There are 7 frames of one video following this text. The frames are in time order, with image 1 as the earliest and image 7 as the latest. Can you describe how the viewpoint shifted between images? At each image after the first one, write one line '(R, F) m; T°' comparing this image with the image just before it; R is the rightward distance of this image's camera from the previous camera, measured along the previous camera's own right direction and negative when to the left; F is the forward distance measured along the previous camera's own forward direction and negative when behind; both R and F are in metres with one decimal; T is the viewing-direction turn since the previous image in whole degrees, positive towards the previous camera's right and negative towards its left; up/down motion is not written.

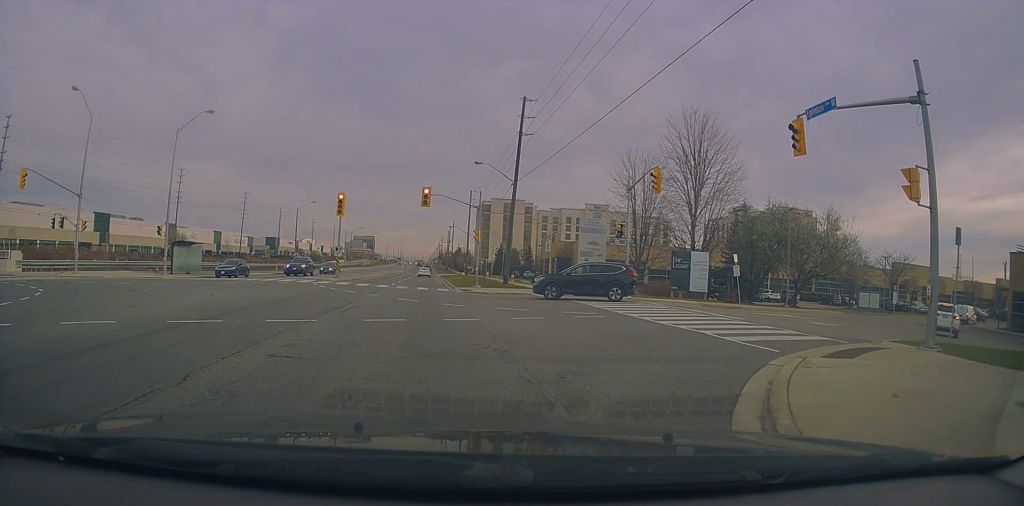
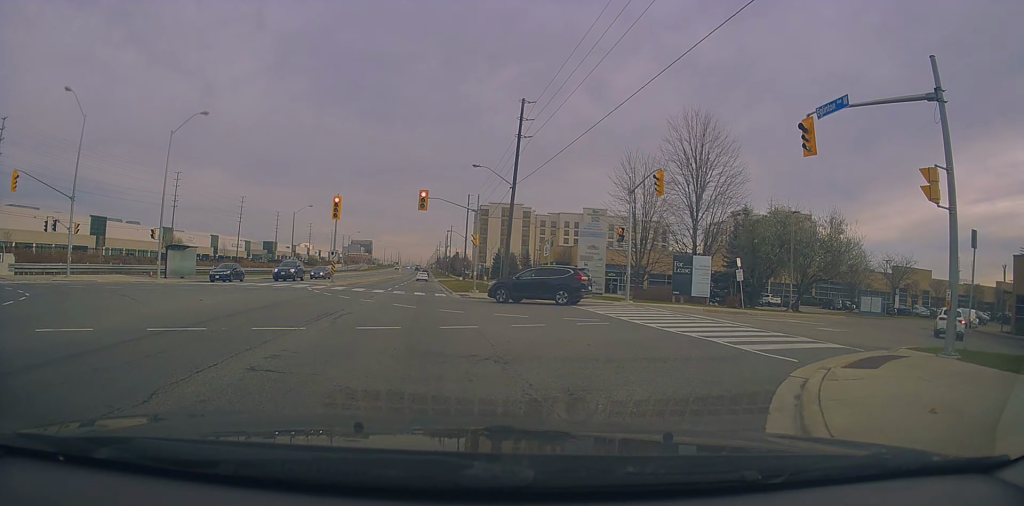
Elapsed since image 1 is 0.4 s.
(+0.1, +1.2) m; +2°
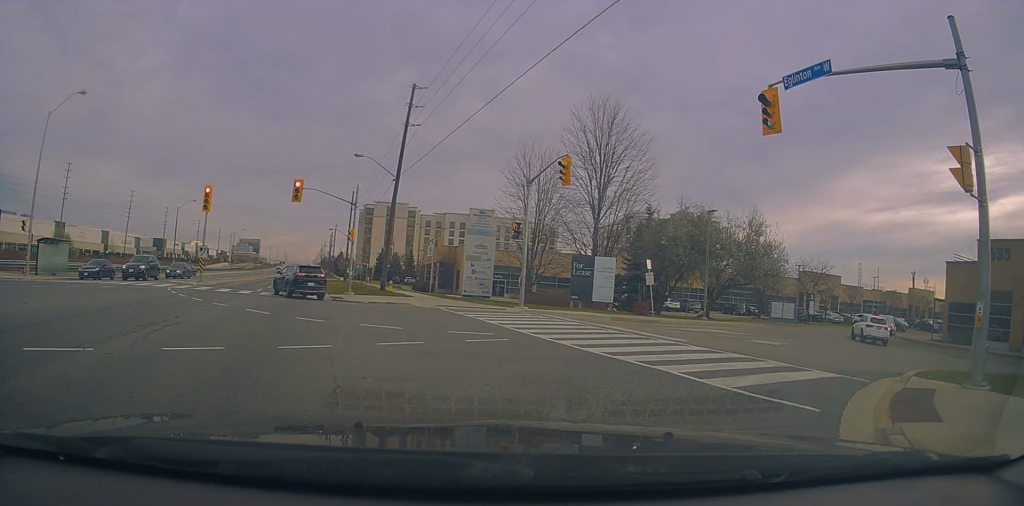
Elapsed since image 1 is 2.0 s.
(+0.2, +2.8) m; +17°
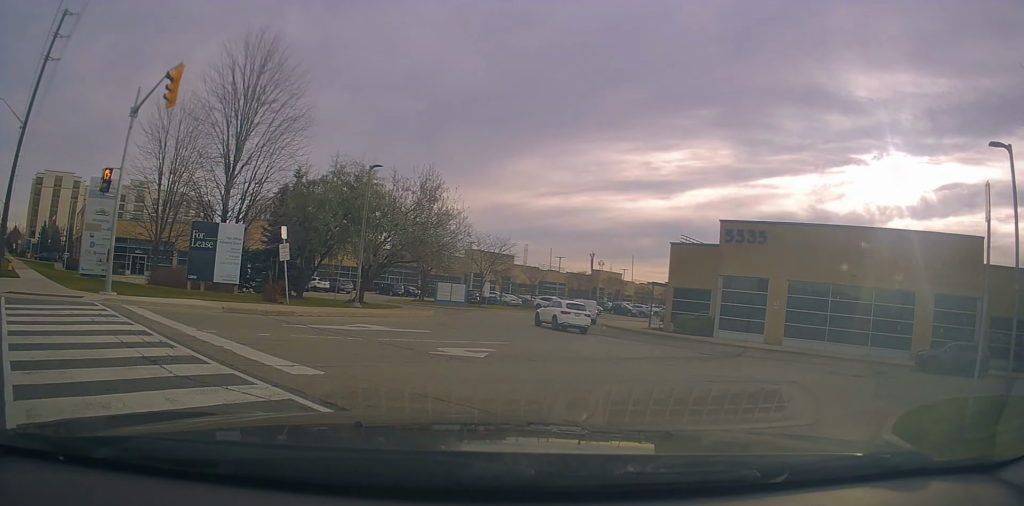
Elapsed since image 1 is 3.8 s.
(+1.0, +6.5) m; +17°
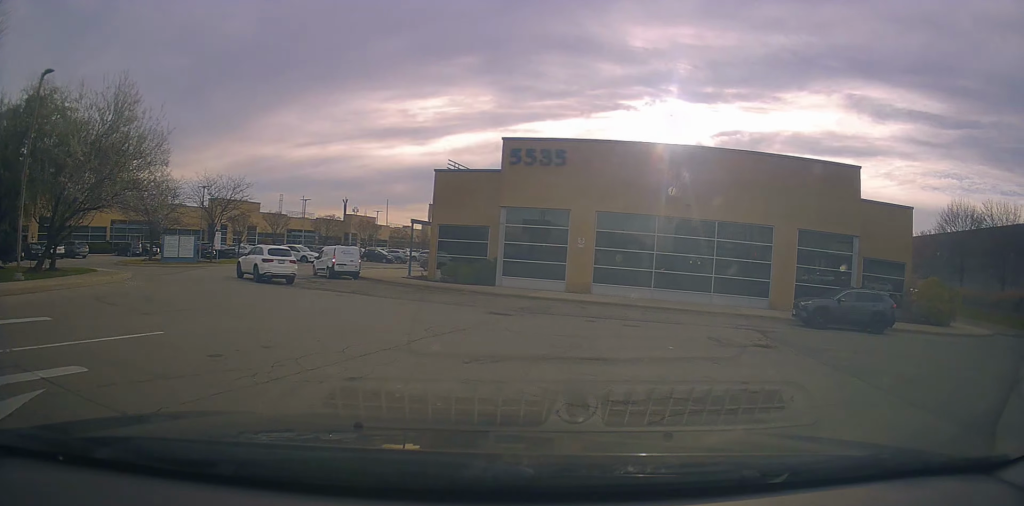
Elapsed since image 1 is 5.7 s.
(+2.9, +7.5) m; +36°
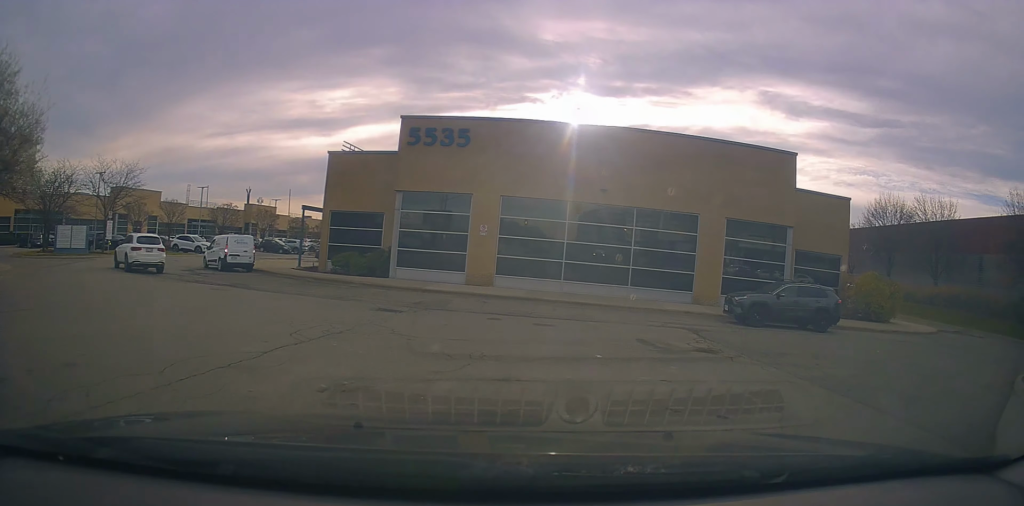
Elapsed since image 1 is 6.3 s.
(+0.1, +2.6) m; +4°
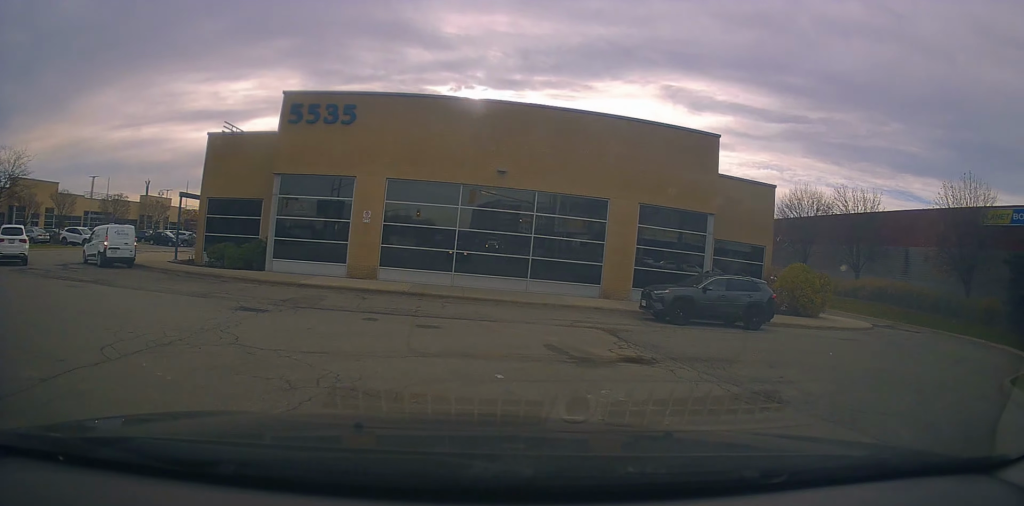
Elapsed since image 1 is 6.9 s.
(-0.1, +2.8) m; +2°
